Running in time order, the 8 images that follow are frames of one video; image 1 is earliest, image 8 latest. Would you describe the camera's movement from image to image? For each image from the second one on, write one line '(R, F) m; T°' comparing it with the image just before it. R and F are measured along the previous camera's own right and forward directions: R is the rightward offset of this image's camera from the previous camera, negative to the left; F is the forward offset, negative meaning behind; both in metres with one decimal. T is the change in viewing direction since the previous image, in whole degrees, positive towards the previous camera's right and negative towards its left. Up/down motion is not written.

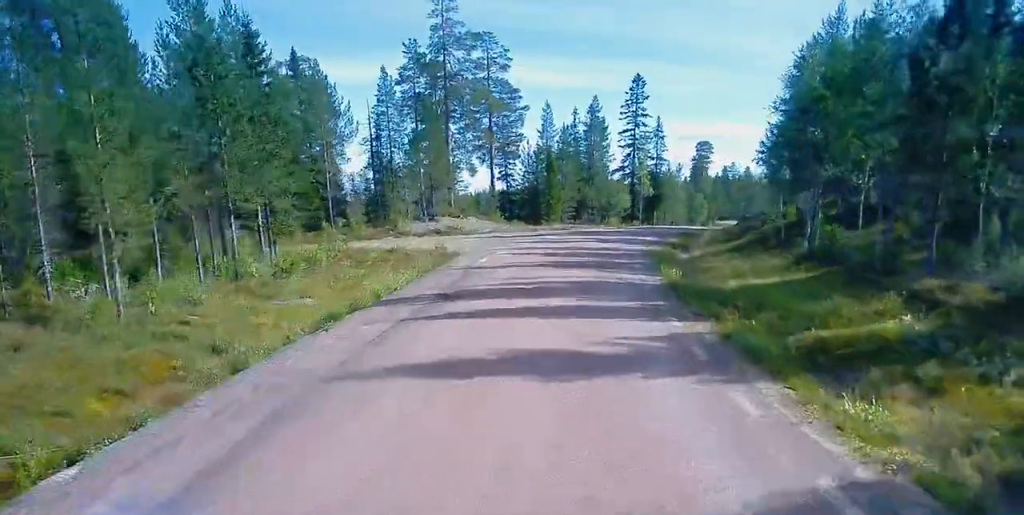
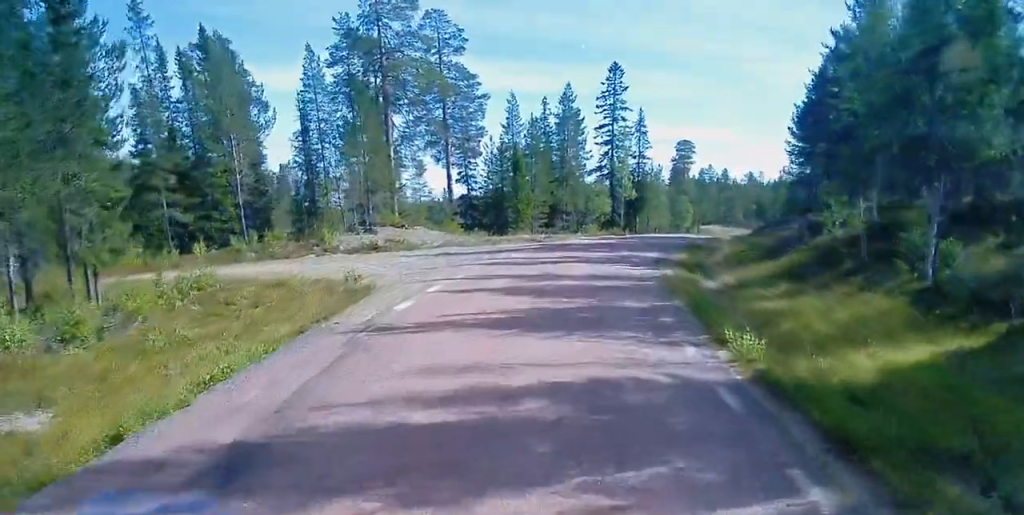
(0.0, +11.5) m; 0°
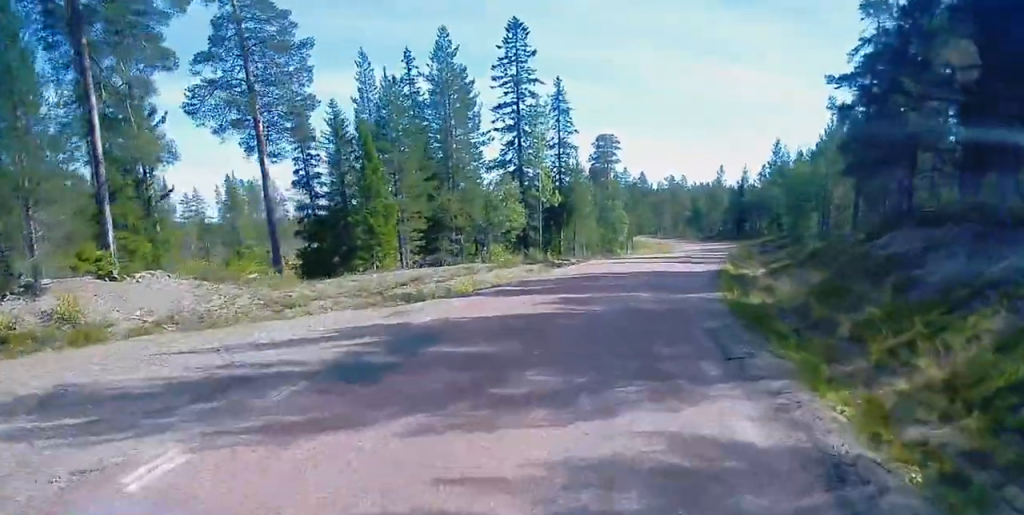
(+2.2, +24.8) m; +11°
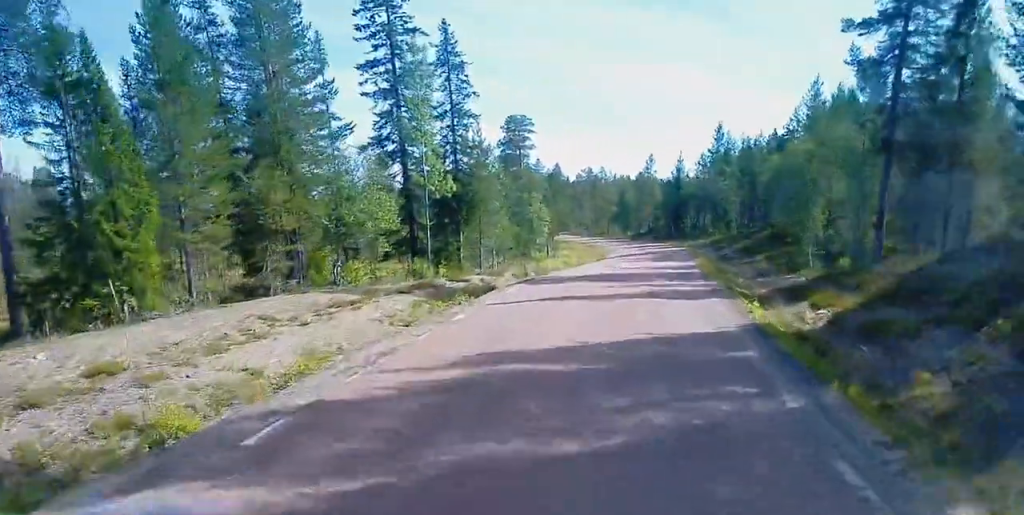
(+0.9, +16.3) m; +3°
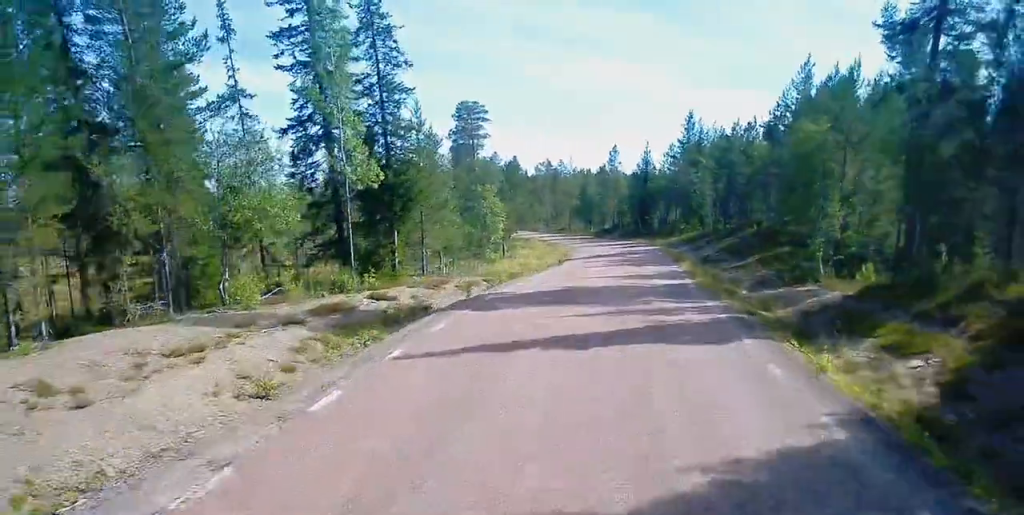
(0.0, +7.5) m; 0°
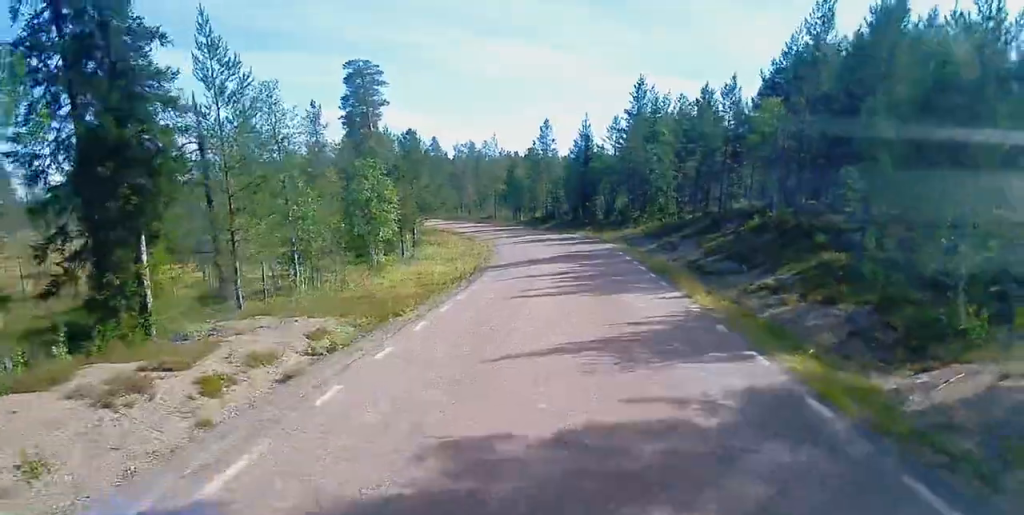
(-0.2, +17.4) m; -1°
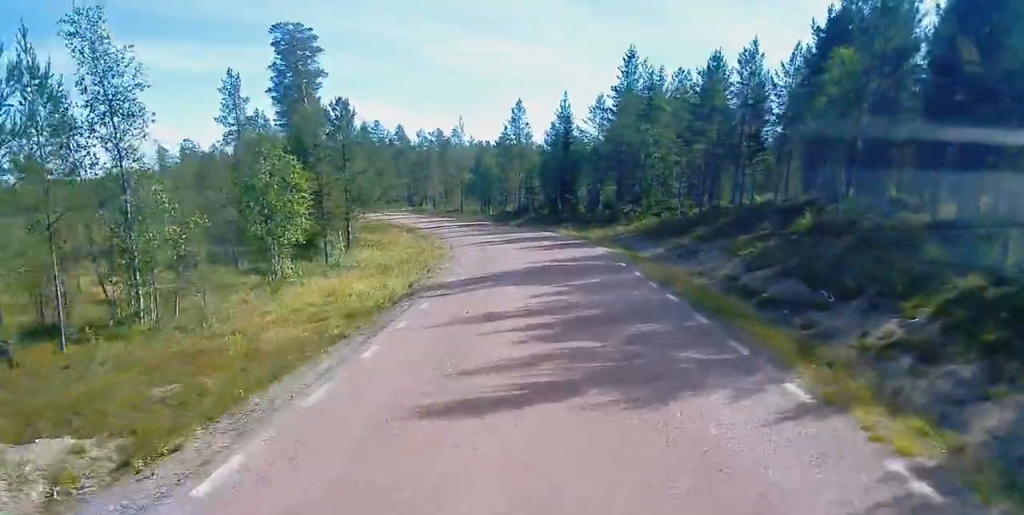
(0.0, +11.8) m; 0°
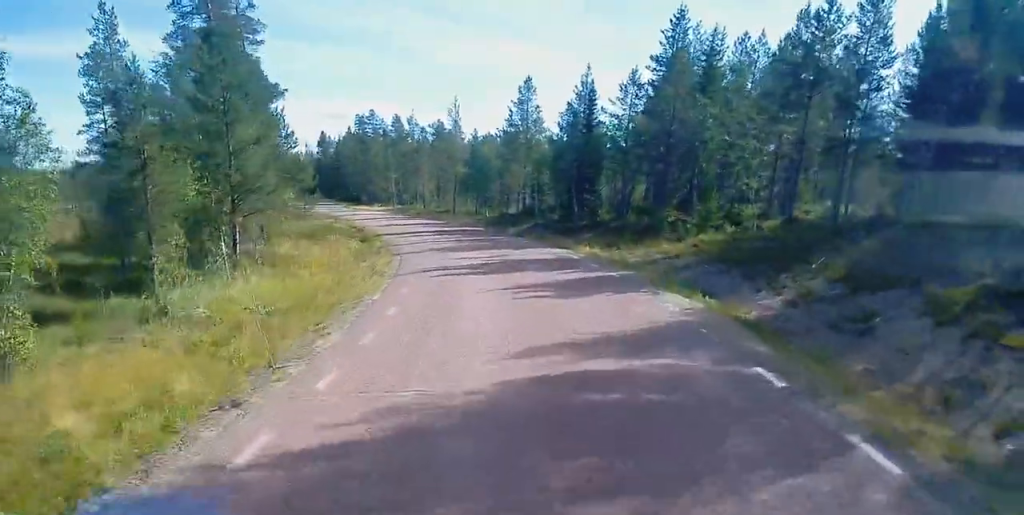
(0.0, +16.9) m; 0°
